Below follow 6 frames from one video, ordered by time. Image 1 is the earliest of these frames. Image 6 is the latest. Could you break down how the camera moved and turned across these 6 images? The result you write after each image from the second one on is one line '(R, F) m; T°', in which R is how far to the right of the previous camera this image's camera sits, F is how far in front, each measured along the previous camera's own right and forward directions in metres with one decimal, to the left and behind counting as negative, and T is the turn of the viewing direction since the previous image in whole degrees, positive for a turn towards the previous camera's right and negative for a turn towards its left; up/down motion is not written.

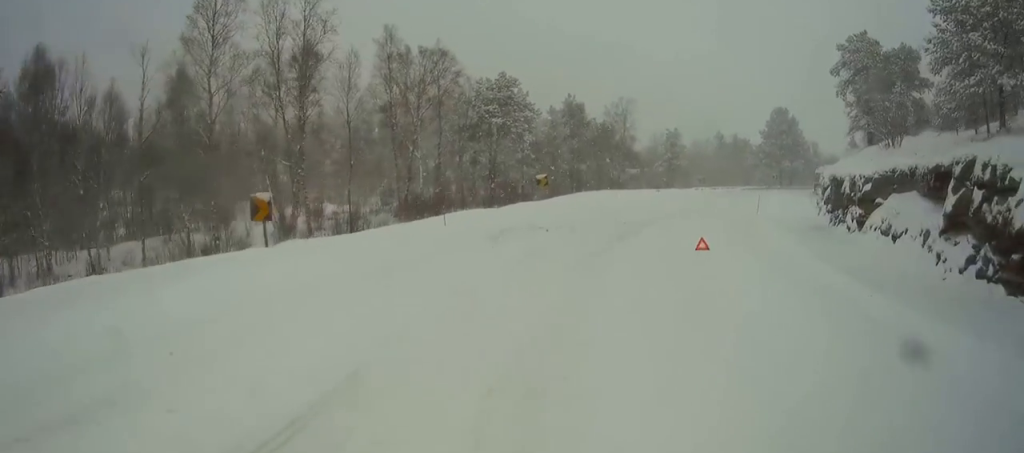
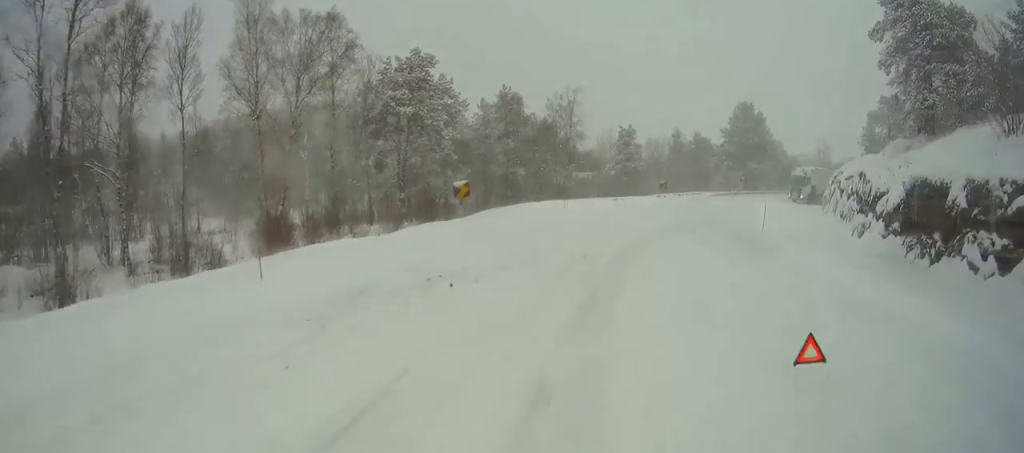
(0.0, +11.3) m; +4°
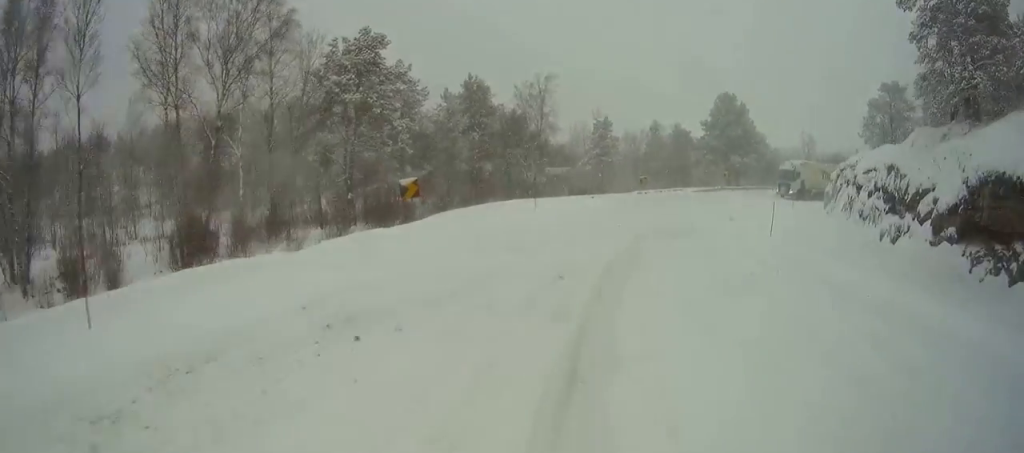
(+0.3, +4.6) m; +4°
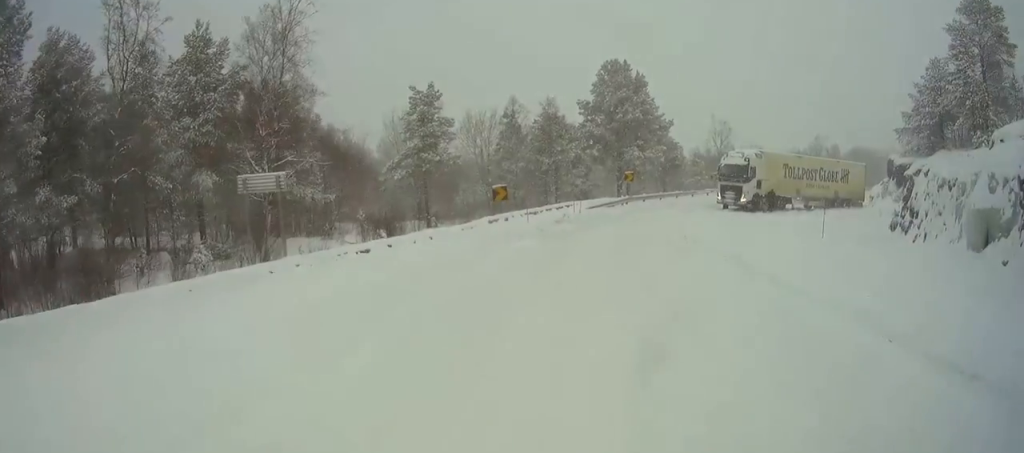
(+3.3, +26.1) m; +13°
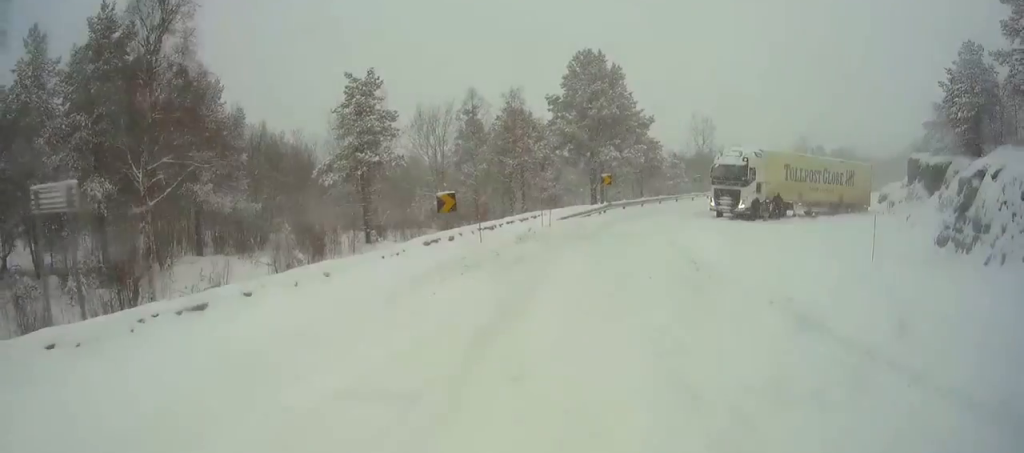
(+0.4, +6.1) m; +8°
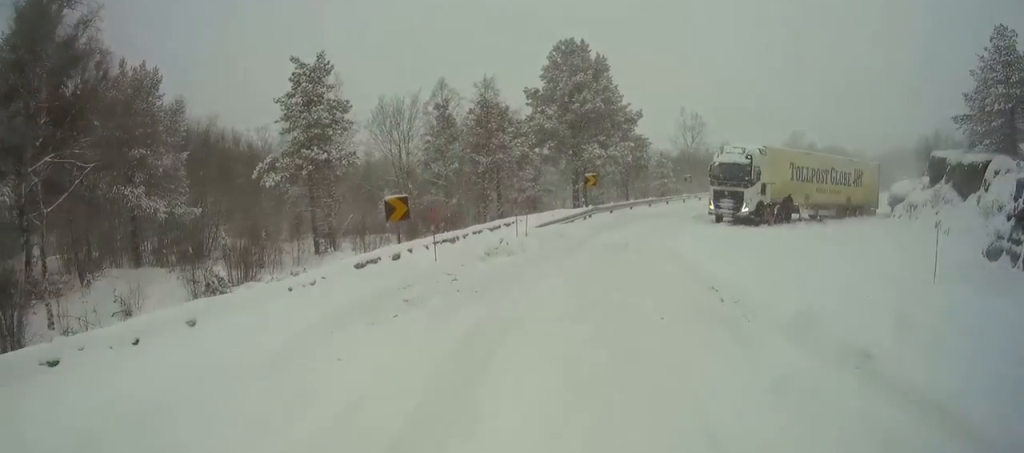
(+0.3, +4.3) m; +5°
